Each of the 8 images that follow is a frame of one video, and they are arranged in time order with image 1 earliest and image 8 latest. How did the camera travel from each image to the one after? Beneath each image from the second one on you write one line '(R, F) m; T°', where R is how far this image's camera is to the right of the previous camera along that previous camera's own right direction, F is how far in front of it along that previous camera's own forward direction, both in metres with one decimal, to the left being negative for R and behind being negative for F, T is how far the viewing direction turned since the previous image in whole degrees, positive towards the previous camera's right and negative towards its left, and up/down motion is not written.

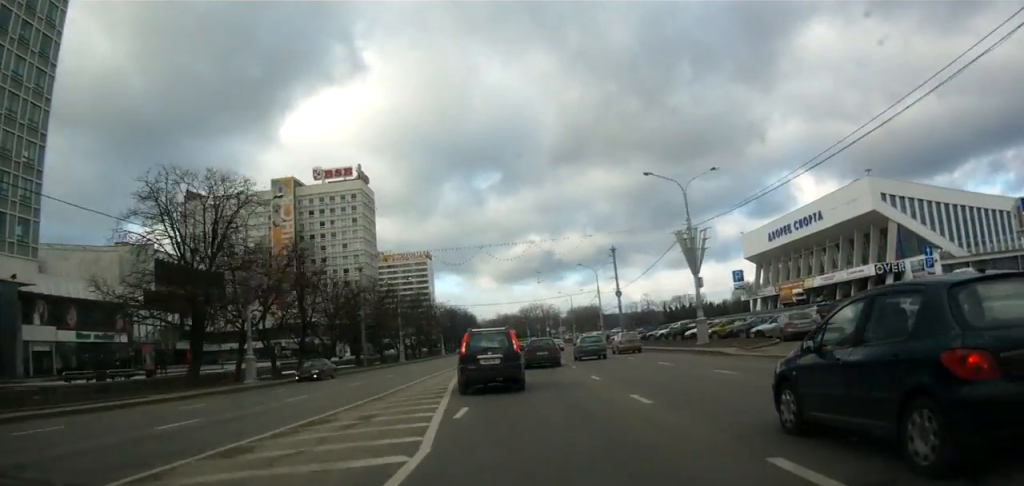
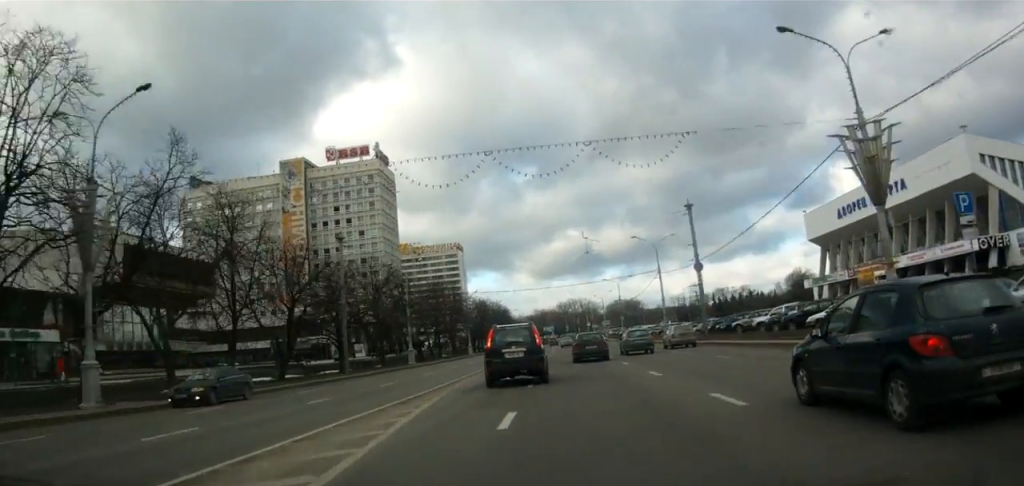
(-0.4, +19.0) m; -3°
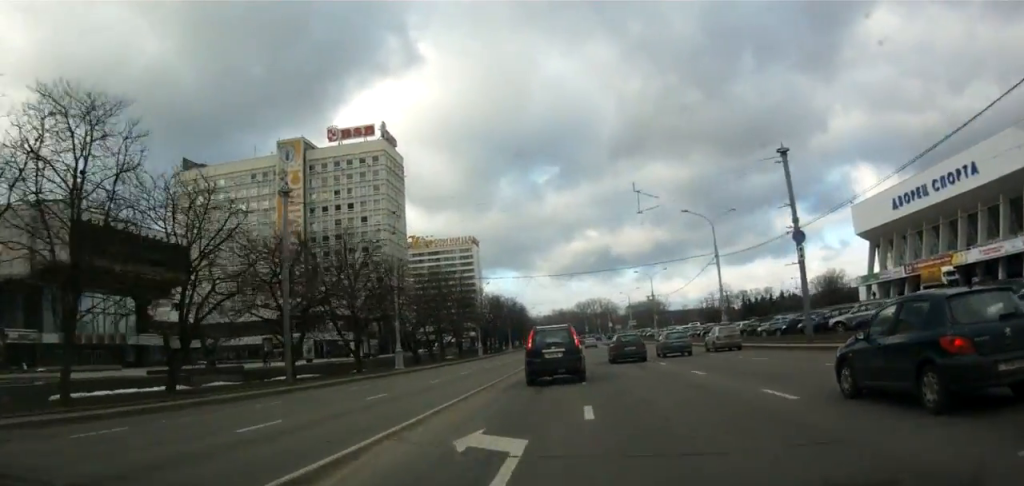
(-0.4, +15.1) m; -2°
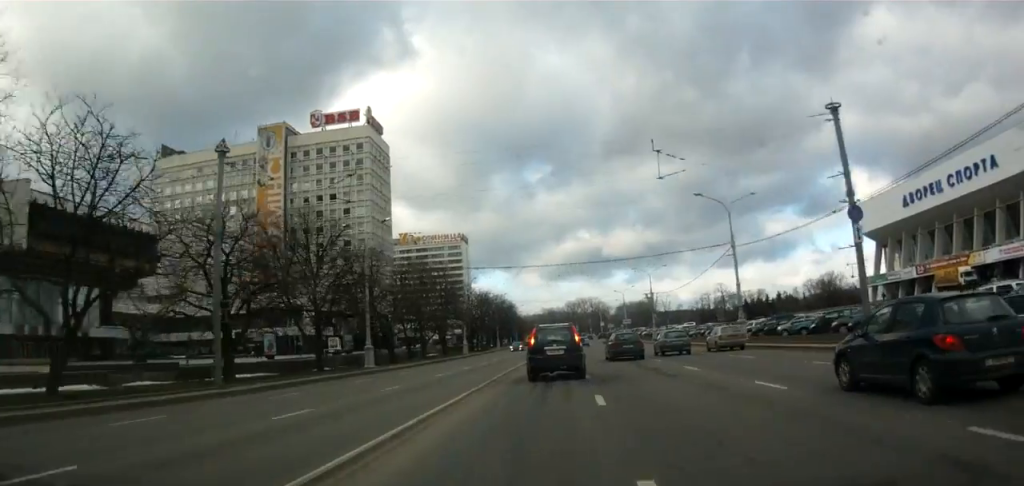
(-0.1, +6.7) m; +1°
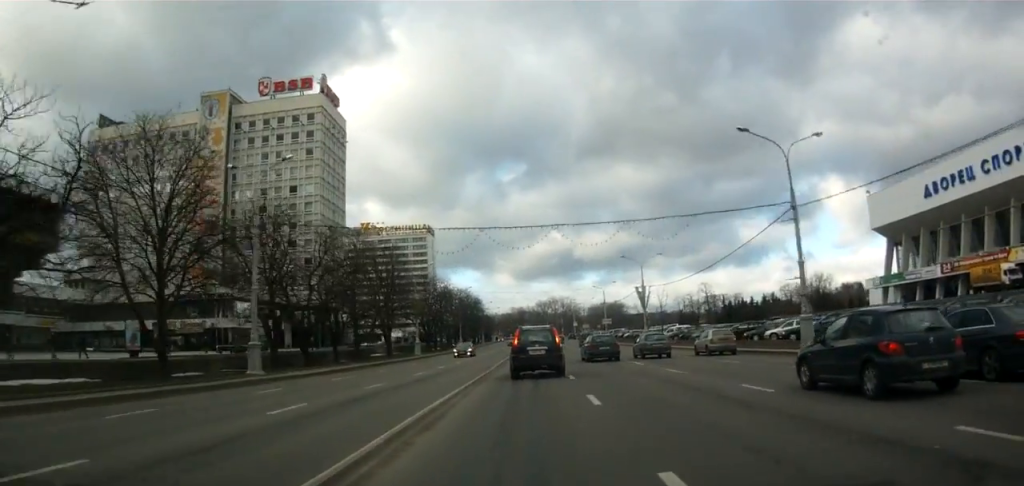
(+0.2, +15.4) m; +1°
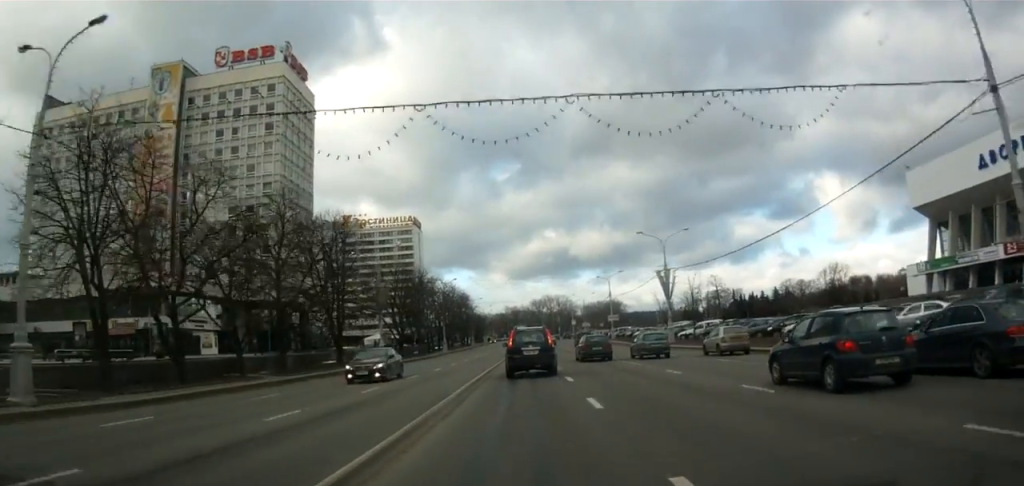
(+0.2, +15.9) m; 0°
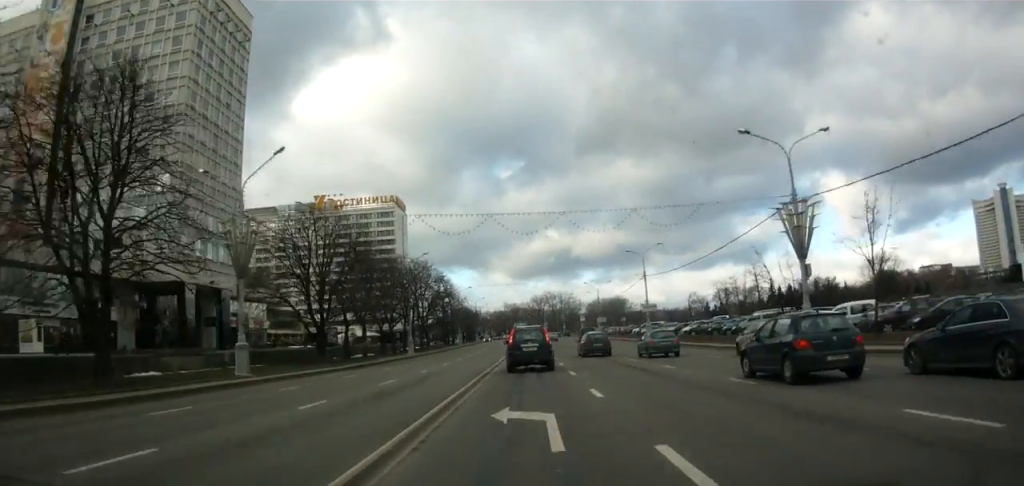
(-0.1, +30.2) m; 0°
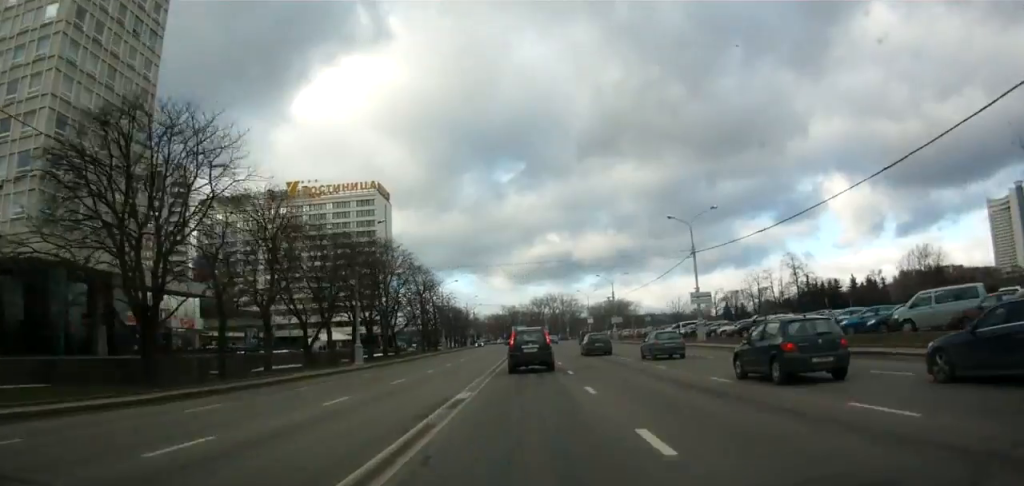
(-0.3, +22.0) m; -1°
